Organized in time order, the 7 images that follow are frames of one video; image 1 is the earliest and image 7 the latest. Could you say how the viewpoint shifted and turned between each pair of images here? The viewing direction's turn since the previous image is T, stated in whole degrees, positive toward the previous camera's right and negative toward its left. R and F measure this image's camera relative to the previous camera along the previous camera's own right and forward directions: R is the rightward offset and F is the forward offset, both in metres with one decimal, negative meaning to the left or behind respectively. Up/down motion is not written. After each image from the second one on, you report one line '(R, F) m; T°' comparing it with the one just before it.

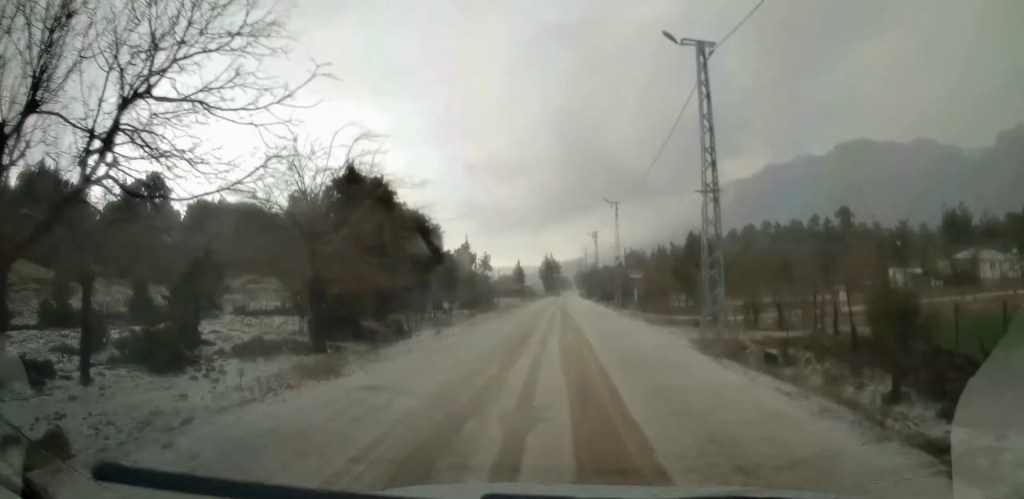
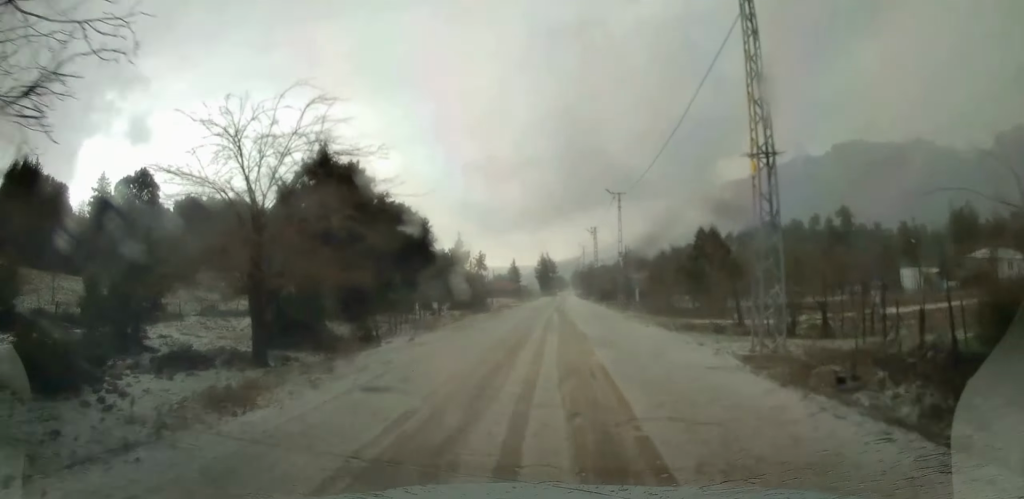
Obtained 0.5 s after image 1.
(-0.1, +4.4) m; 0°
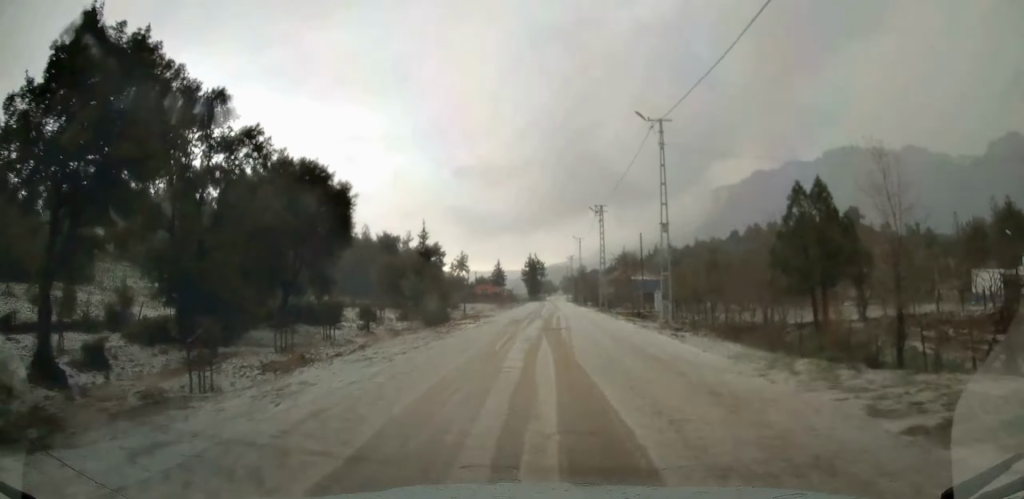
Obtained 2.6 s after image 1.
(+0.1, +20.0) m; 0°
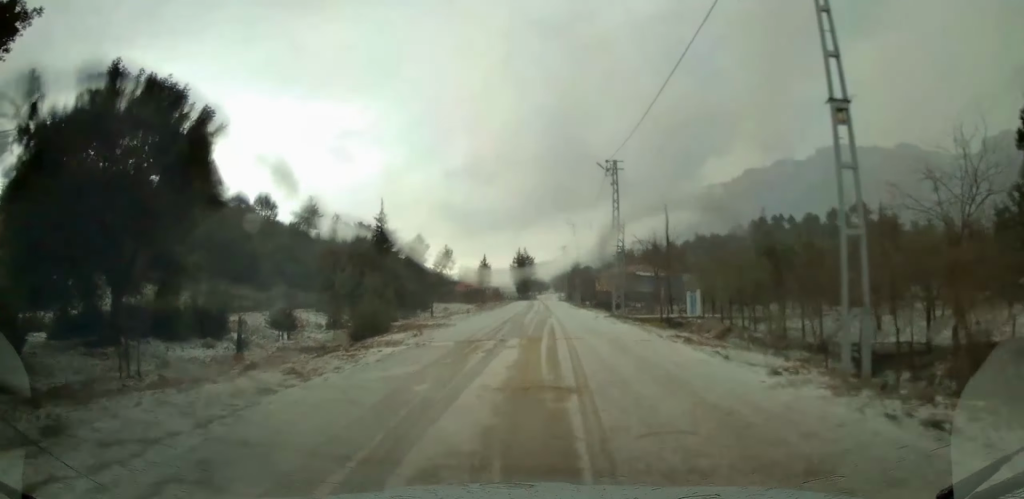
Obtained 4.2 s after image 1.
(0.0, +15.6) m; 0°
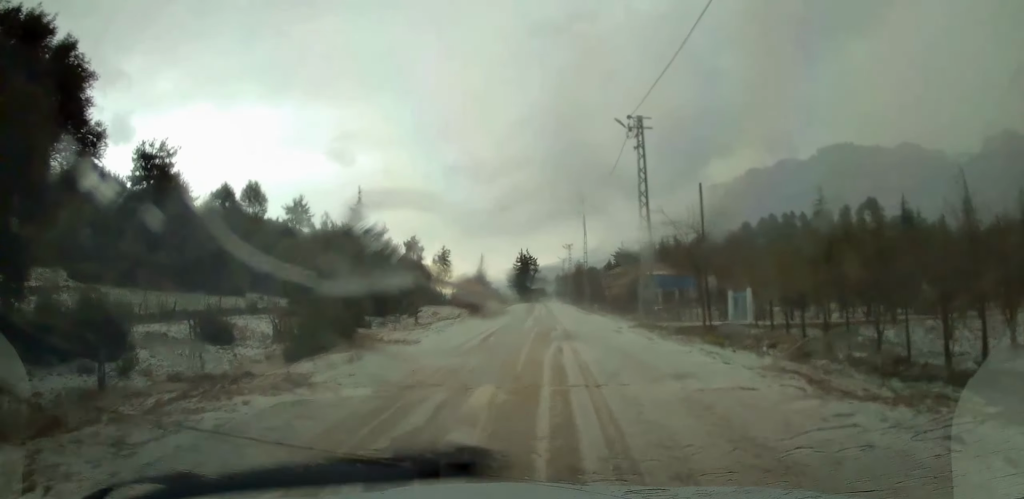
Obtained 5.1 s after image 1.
(+0.1, +8.5) m; +1°
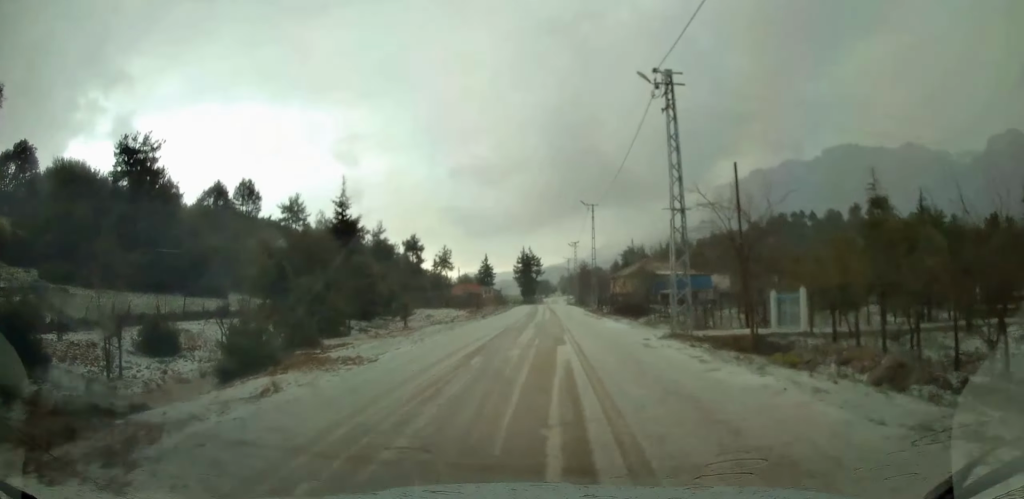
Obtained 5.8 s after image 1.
(0.0, +5.5) m; 0°
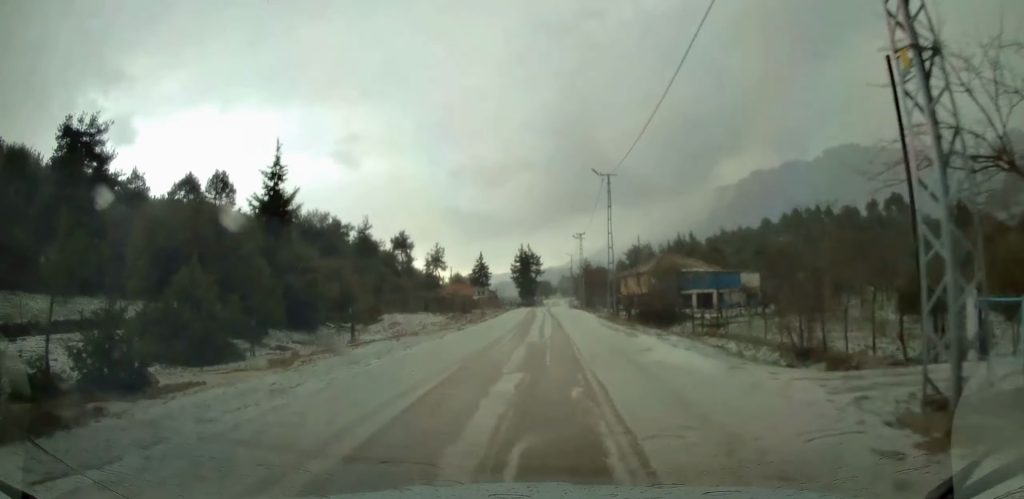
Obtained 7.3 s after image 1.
(-0.2, +12.8) m; 0°
